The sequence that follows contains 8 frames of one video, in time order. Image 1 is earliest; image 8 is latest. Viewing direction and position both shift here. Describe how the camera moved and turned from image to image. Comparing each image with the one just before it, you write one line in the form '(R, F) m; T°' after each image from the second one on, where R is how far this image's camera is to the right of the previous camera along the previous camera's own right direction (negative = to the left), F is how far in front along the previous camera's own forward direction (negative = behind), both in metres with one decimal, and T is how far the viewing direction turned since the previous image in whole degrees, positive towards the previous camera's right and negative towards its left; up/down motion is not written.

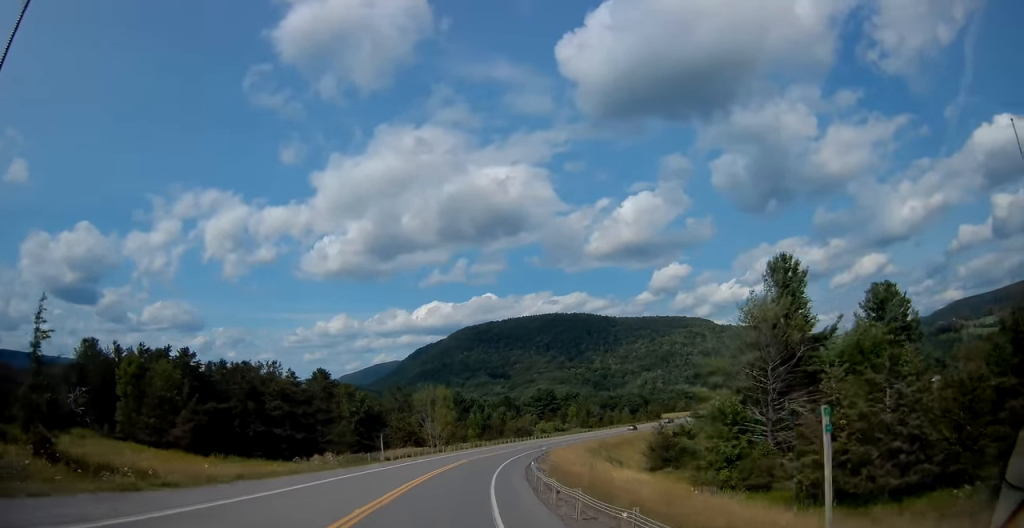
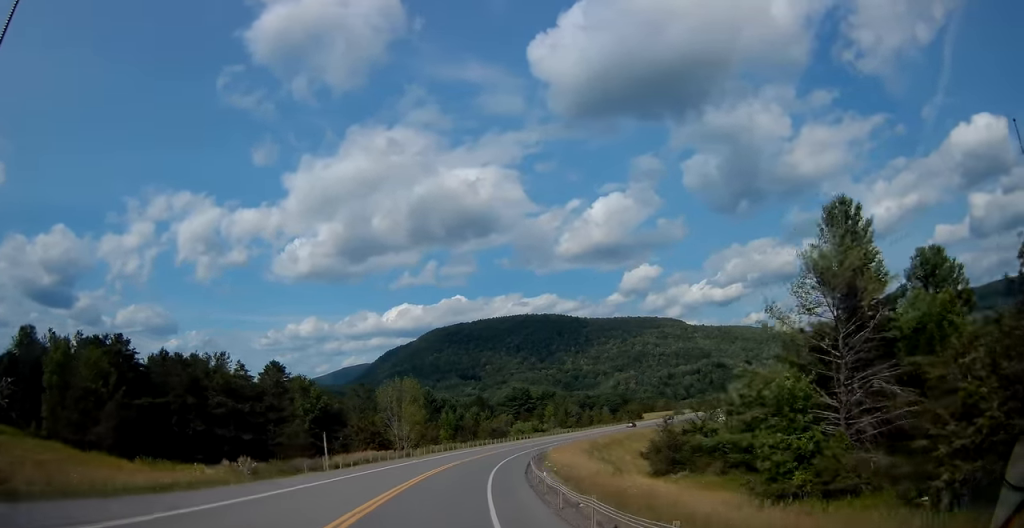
(0.0, +12.5) m; +3°
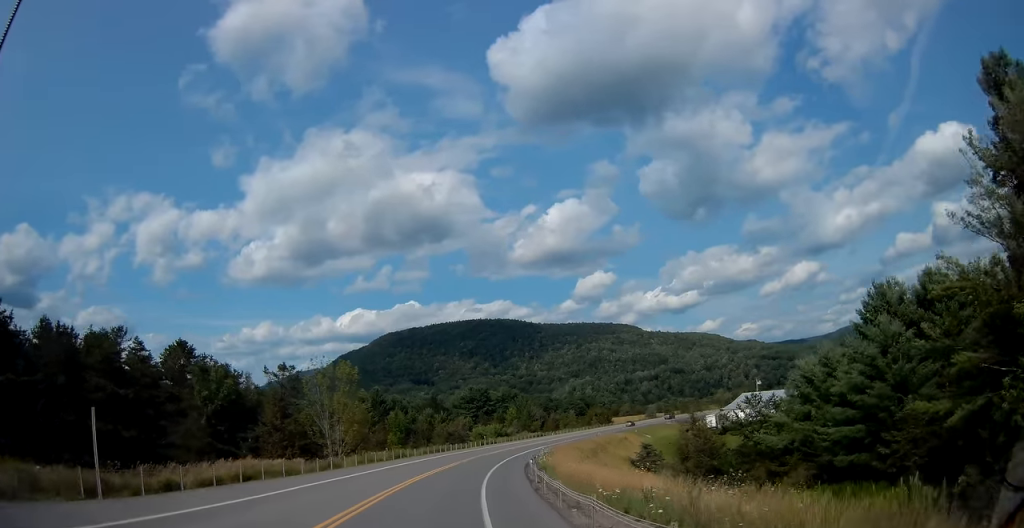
(+1.1, +20.2) m; +5°
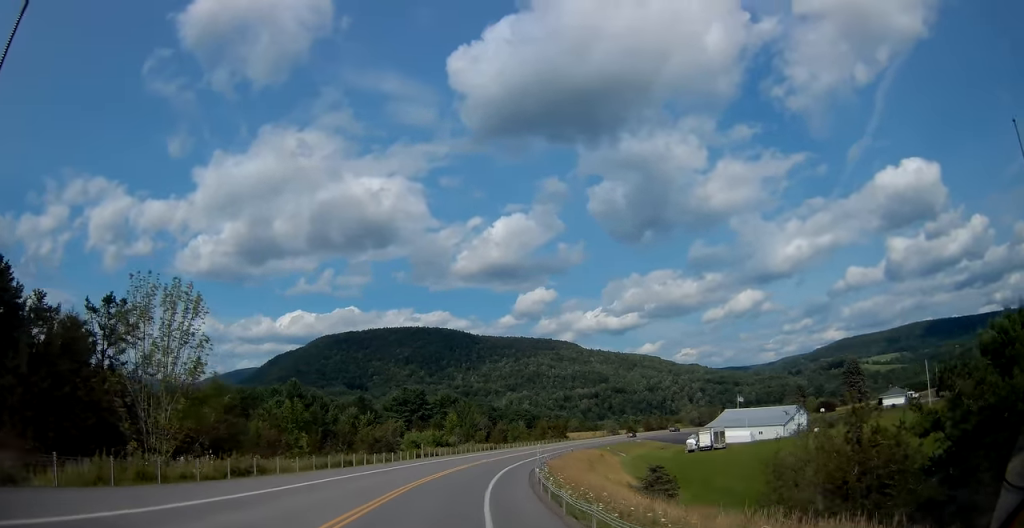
(+1.5, +29.3) m; +7°
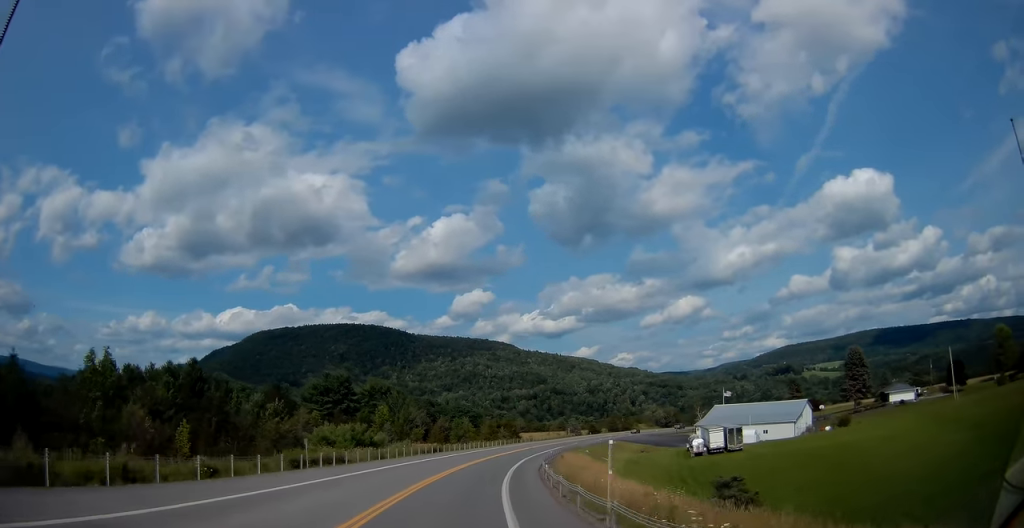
(+1.9, +28.8) m; +6°
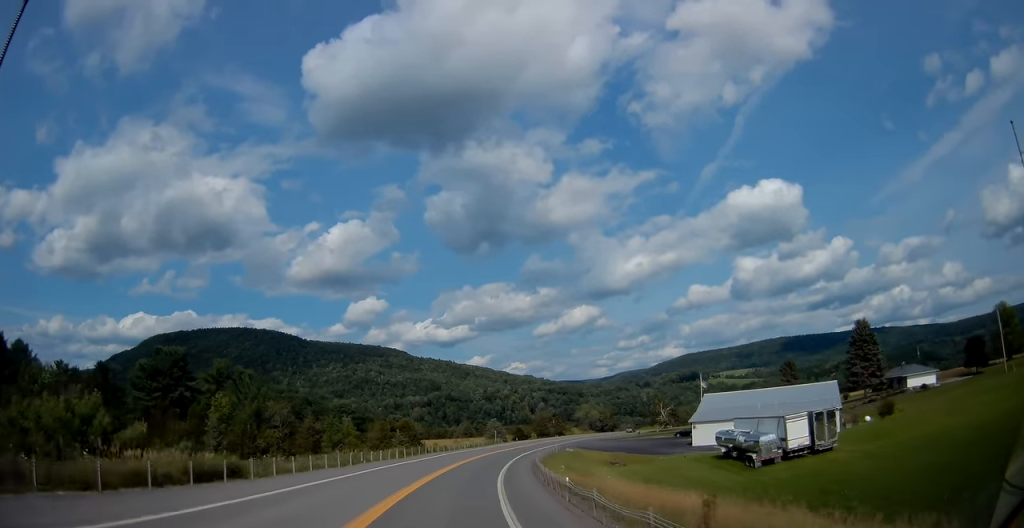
(+3.6, +42.7) m; +10°
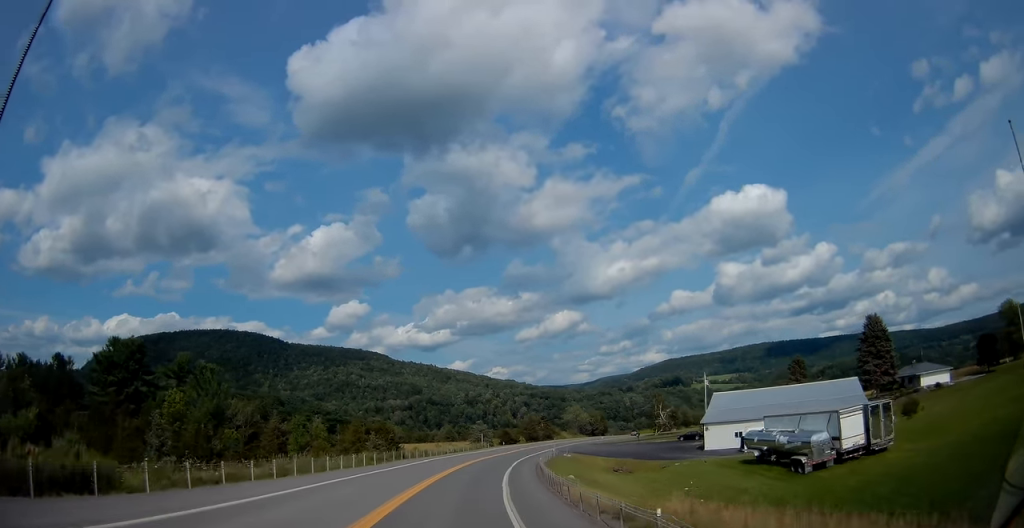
(+0.2, +10.0) m; +2°
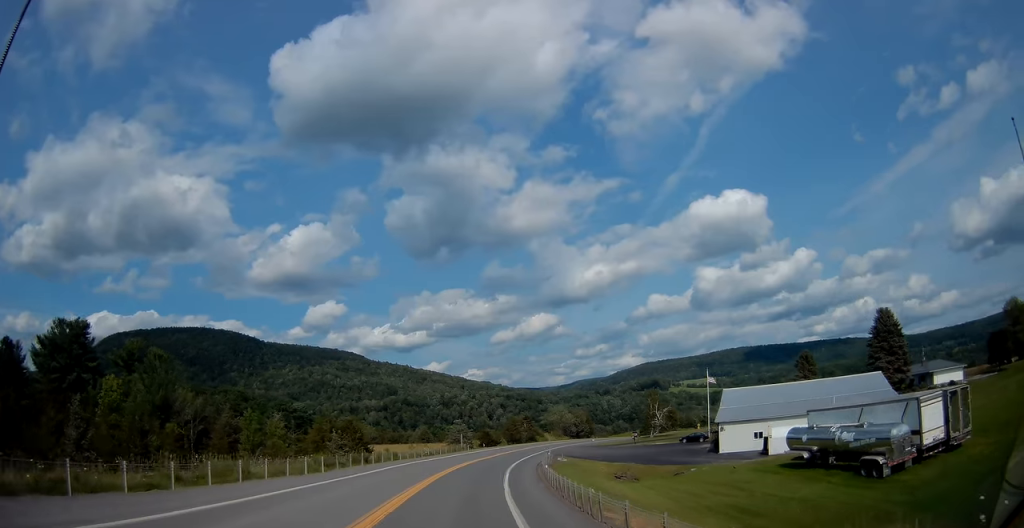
(-0.1, +10.8) m; +3°
